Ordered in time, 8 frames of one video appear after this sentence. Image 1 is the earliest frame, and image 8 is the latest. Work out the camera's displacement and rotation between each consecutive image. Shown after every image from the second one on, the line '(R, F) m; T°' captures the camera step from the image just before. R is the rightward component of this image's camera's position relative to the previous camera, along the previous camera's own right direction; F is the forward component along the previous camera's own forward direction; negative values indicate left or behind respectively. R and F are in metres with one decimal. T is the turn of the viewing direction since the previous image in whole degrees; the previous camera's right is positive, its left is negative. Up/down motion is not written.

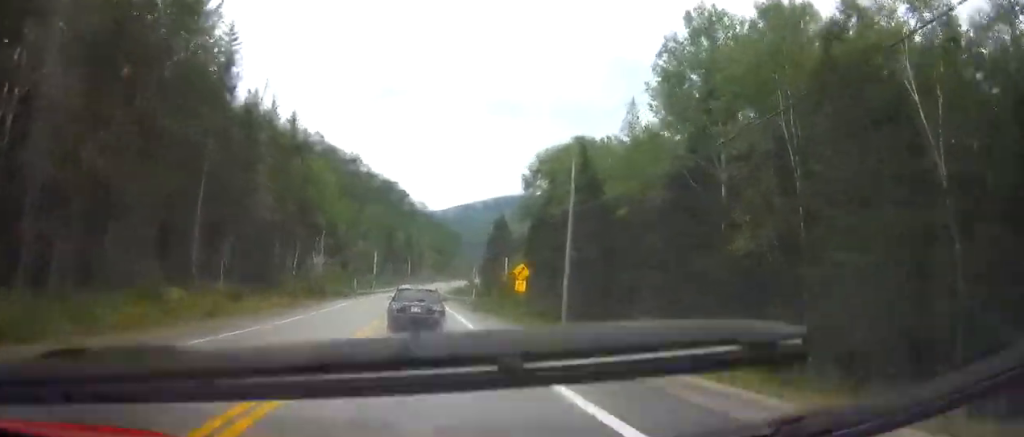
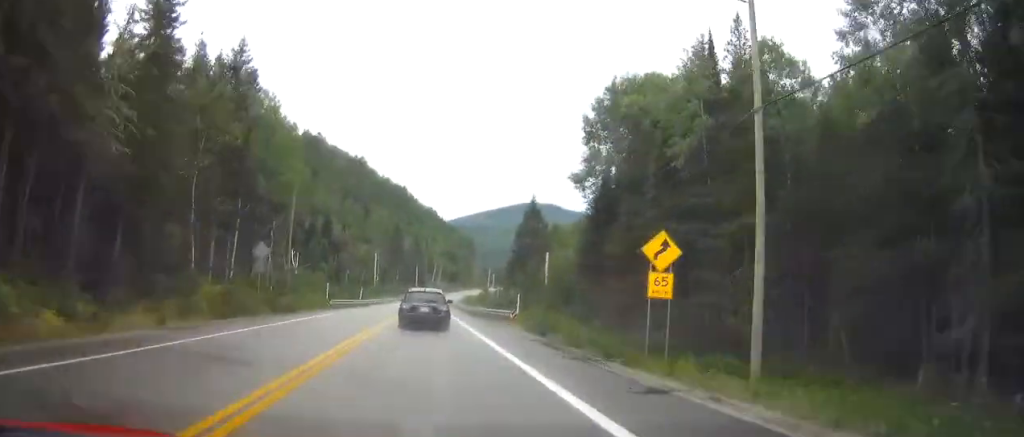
(-0.7, +28.1) m; -2°
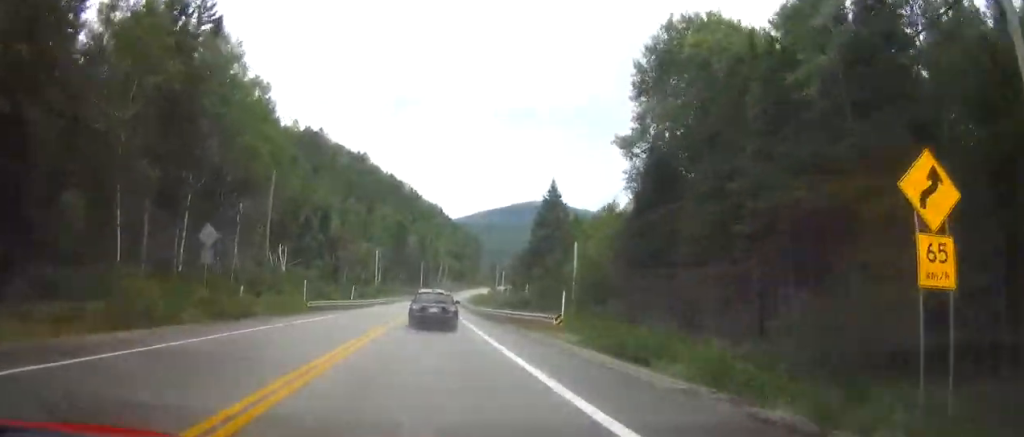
(-0.1, +12.0) m; 0°
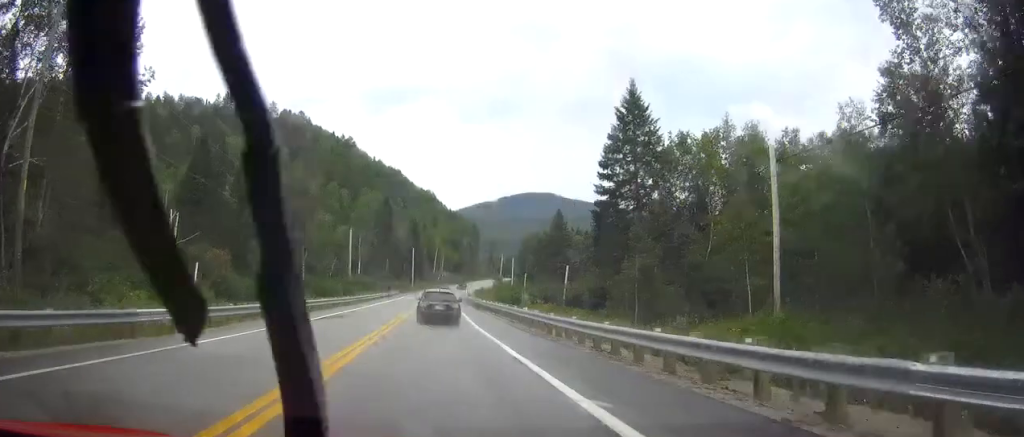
(+0.1, +38.0) m; +1°
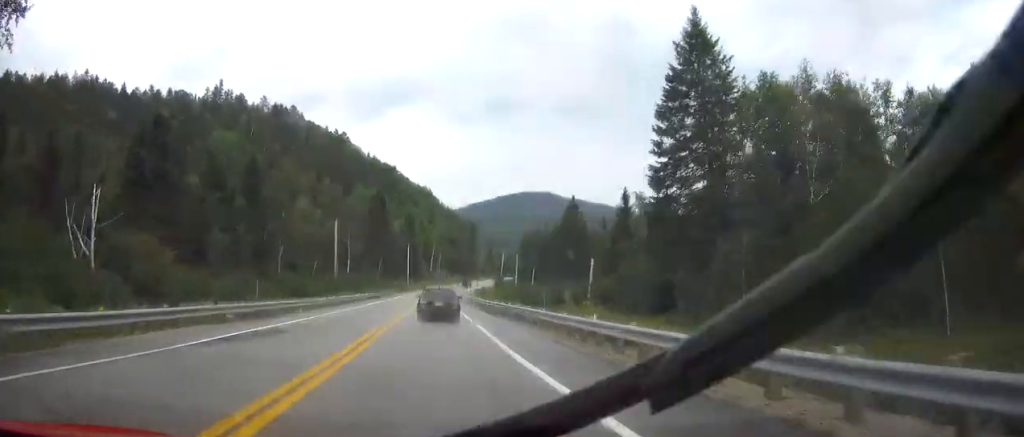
(+0.1, +13.6) m; 0°
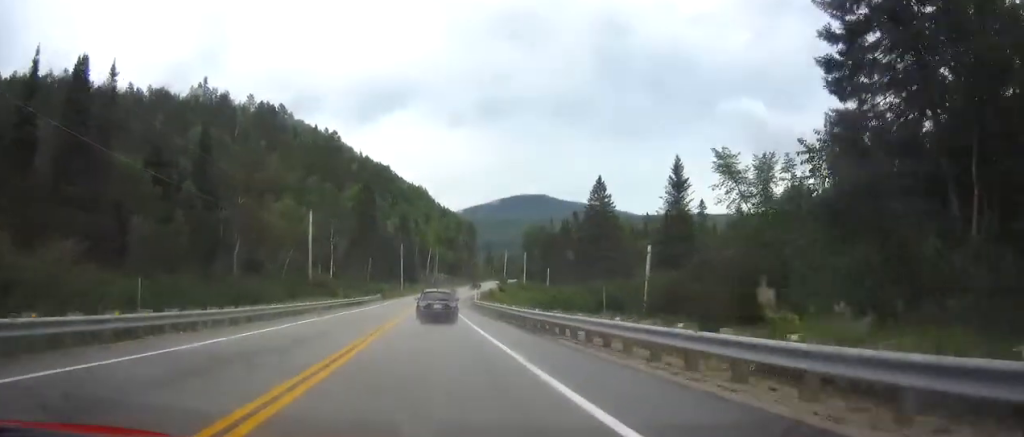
(0.0, +18.1) m; 0°
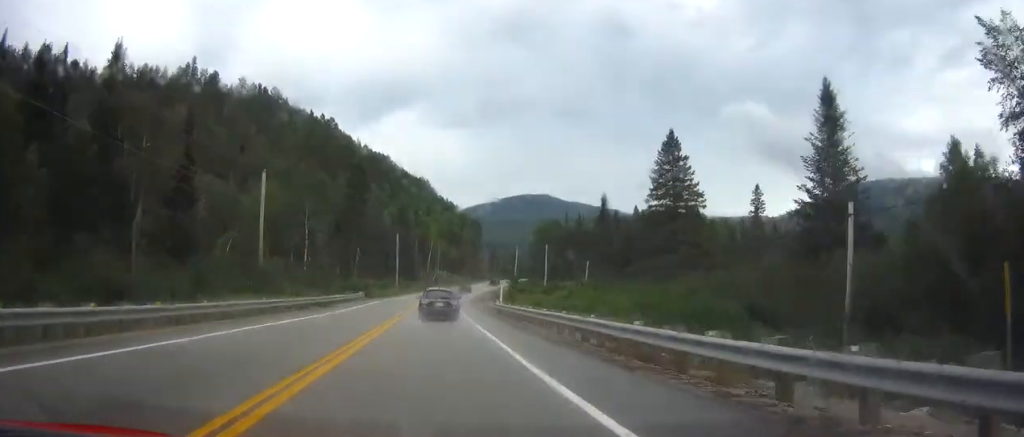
(0.0, +24.4) m; 0°
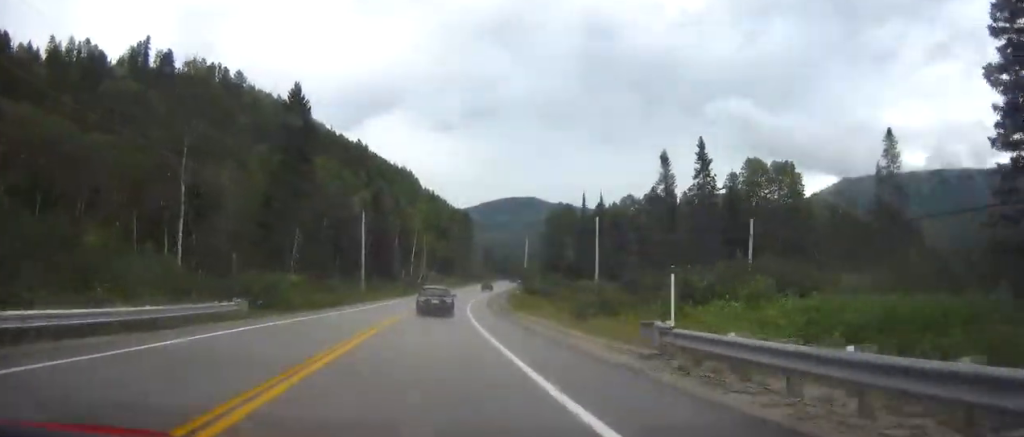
(+0.2, +42.3) m; +1°
